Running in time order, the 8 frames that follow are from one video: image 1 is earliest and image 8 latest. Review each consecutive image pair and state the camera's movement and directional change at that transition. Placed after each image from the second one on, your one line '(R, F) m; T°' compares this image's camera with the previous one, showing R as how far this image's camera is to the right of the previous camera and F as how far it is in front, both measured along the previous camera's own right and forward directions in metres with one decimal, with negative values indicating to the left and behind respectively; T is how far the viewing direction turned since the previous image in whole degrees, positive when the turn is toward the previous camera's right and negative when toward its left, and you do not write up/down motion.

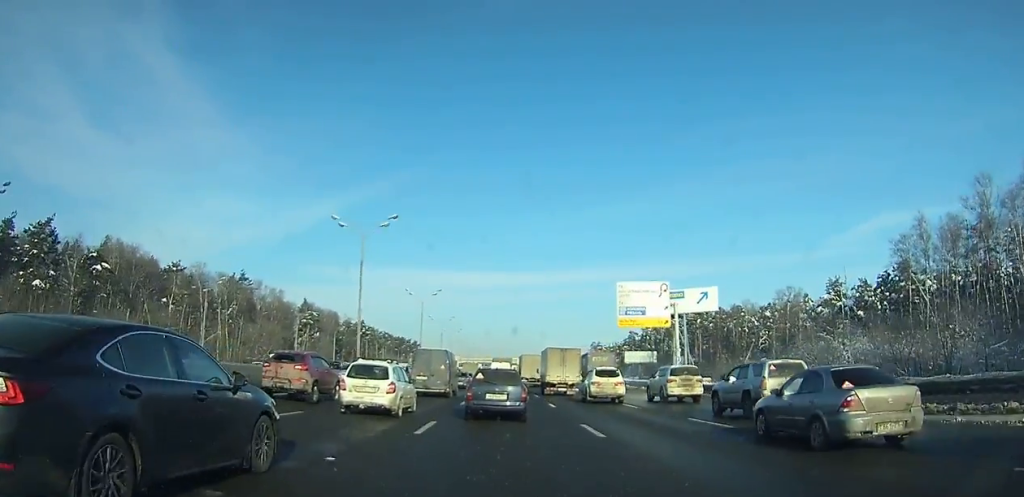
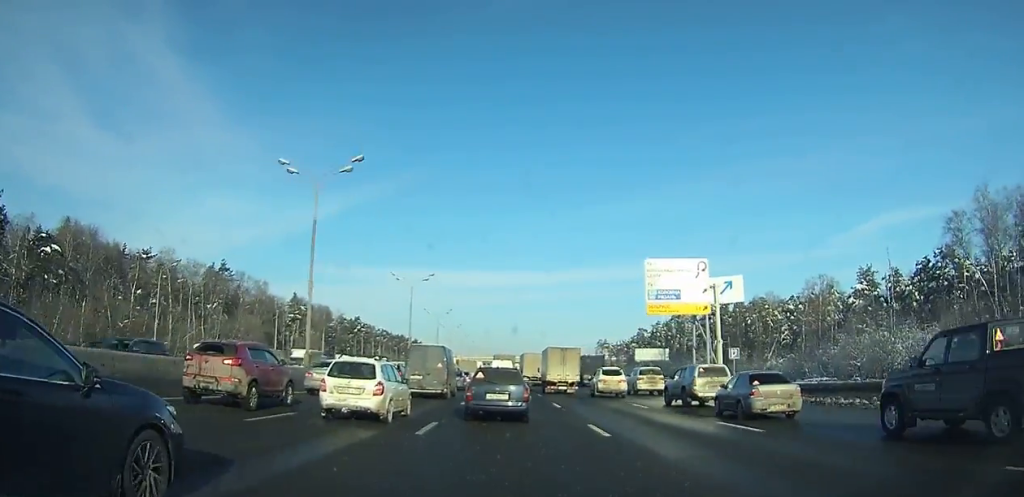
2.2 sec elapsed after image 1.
(0.0, +11.3) m; 0°
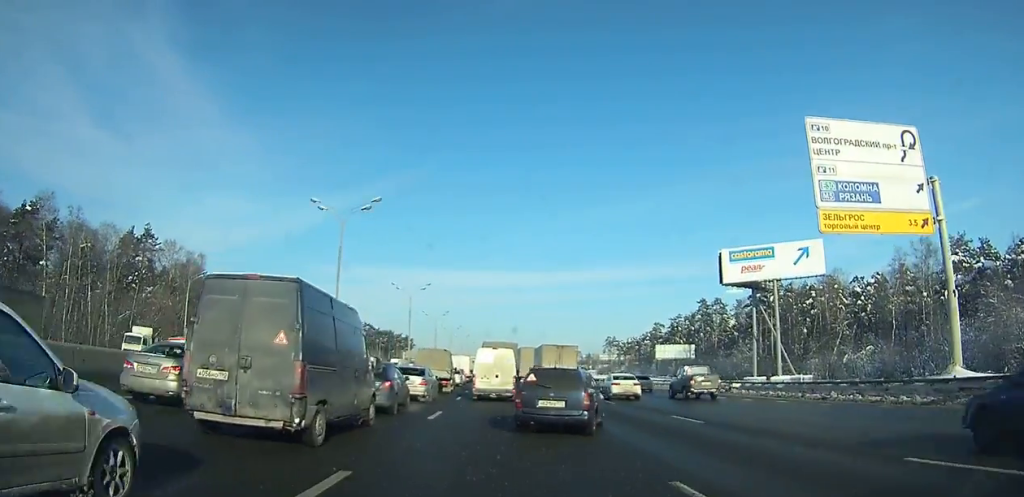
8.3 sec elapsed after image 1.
(0.0, +25.5) m; 0°
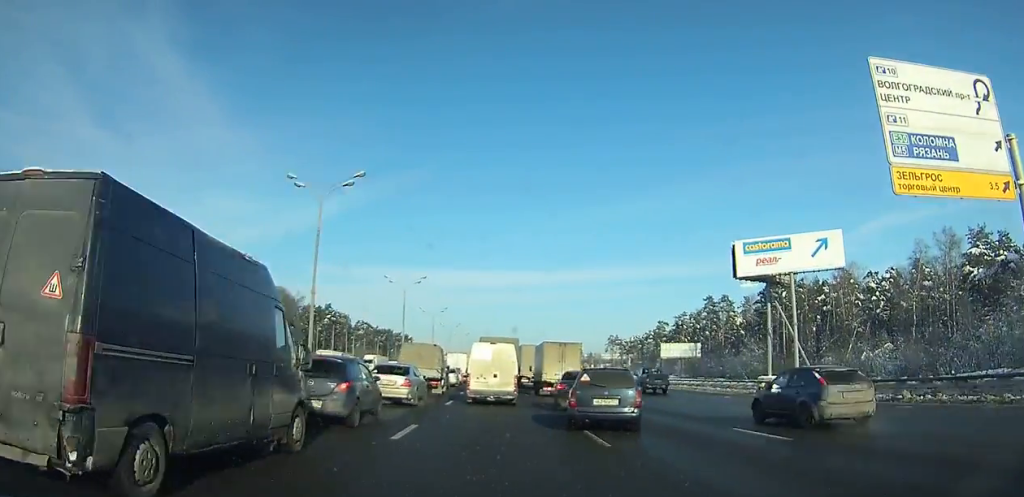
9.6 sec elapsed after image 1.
(0.0, +4.1) m; 0°
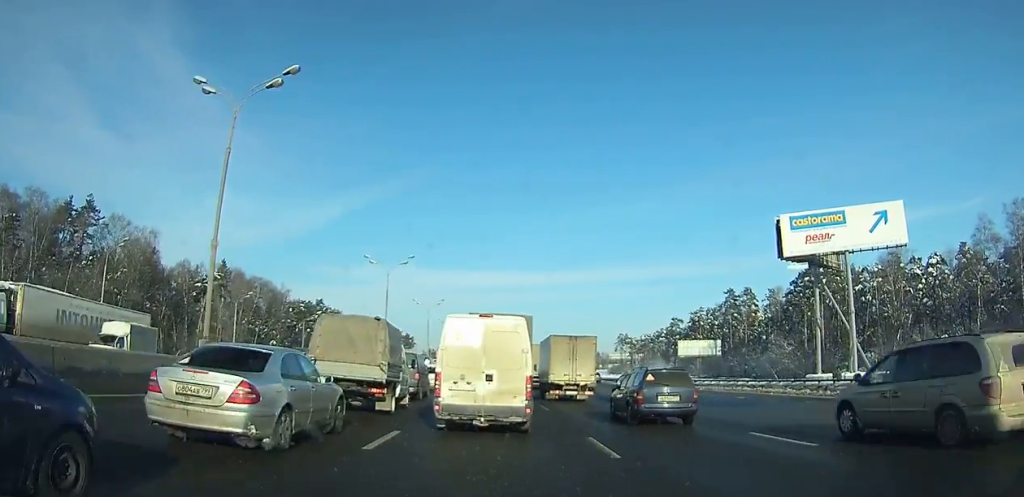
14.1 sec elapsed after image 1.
(0.0, +9.3) m; +1°
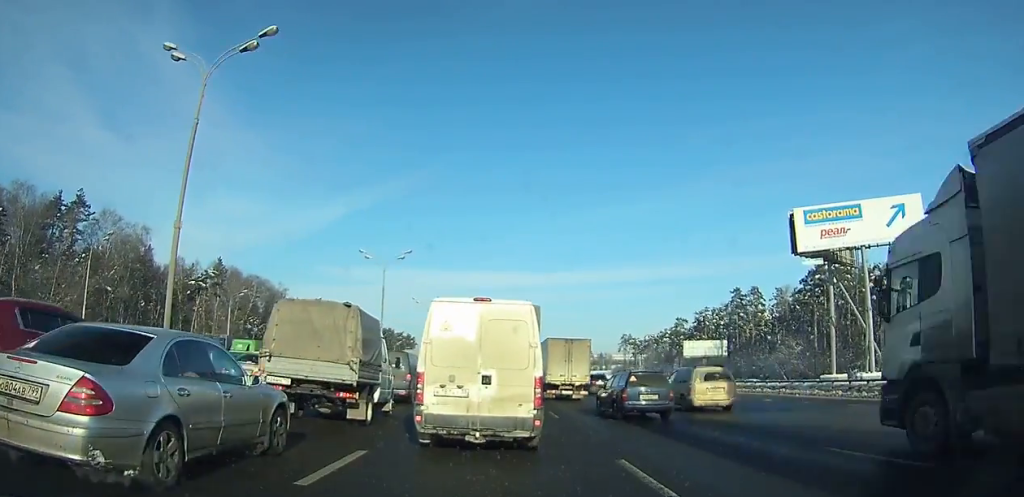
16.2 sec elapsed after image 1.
(0.0, +2.3) m; +1°
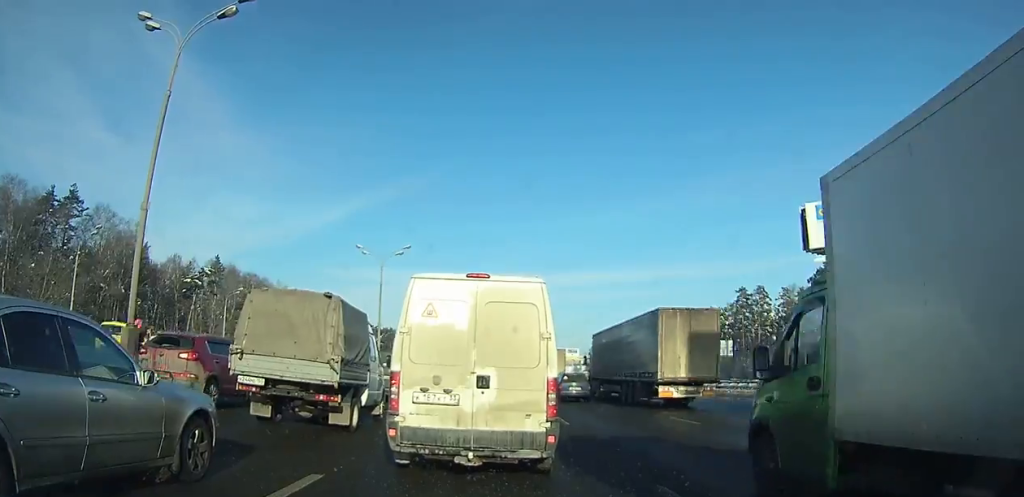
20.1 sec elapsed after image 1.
(0.0, +2.7) m; +1°
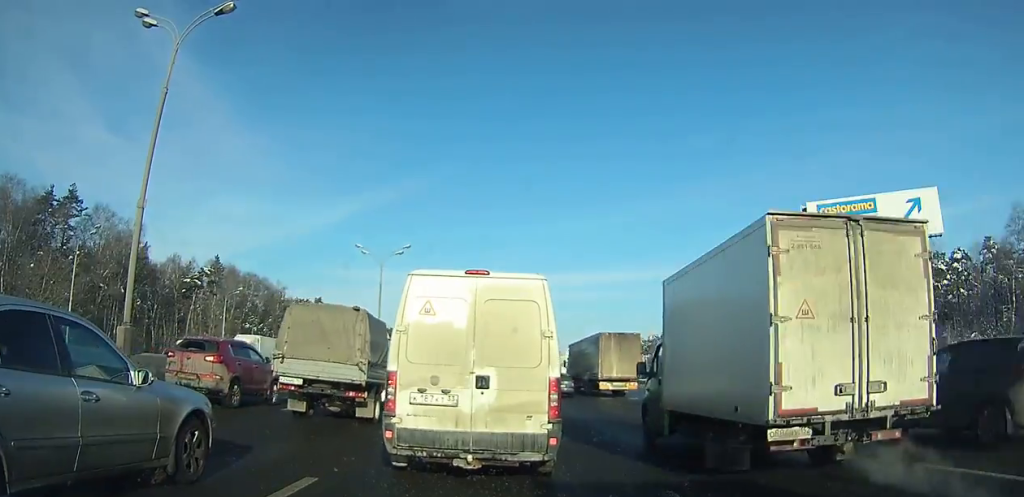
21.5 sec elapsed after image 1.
(0.0, +1.0) m; -1°
